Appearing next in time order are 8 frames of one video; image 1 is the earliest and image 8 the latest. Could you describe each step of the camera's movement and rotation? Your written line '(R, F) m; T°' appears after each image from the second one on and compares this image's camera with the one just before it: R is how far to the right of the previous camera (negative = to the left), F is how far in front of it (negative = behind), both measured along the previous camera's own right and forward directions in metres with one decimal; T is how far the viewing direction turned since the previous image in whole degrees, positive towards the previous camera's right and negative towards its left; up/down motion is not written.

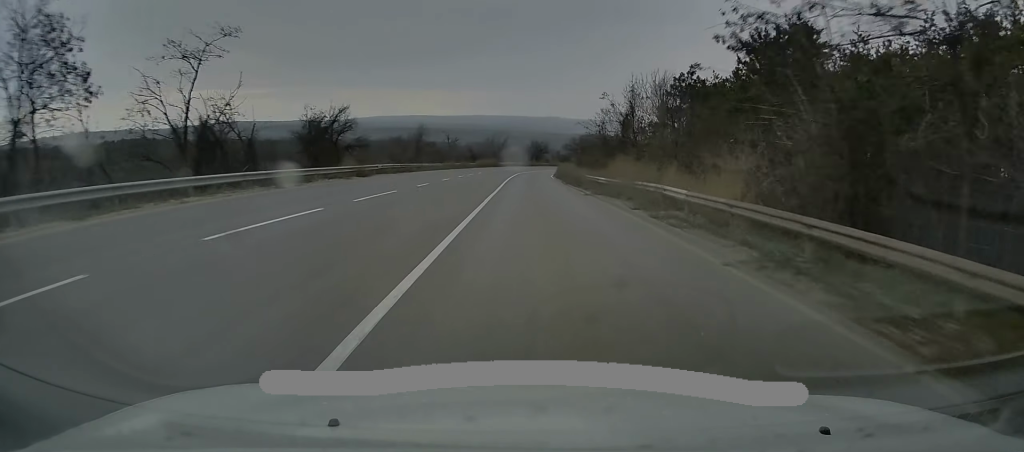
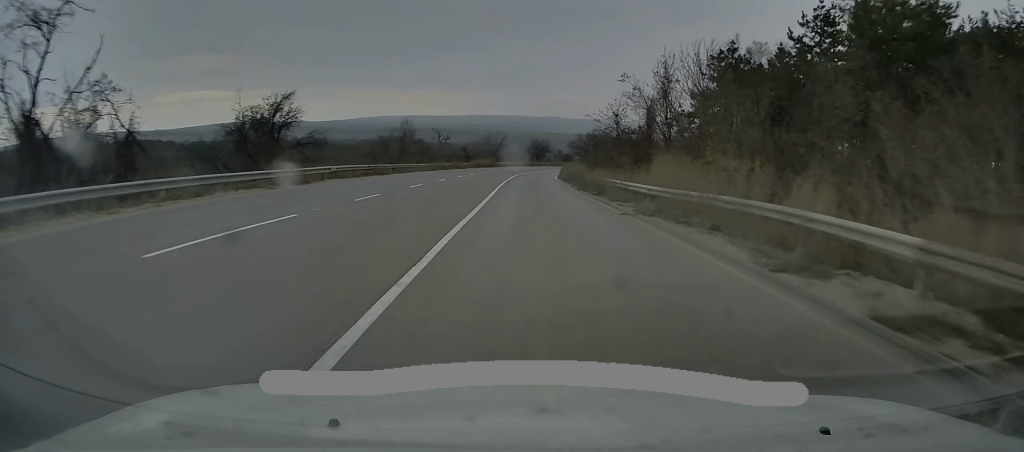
(0.0, +10.7) m; 0°
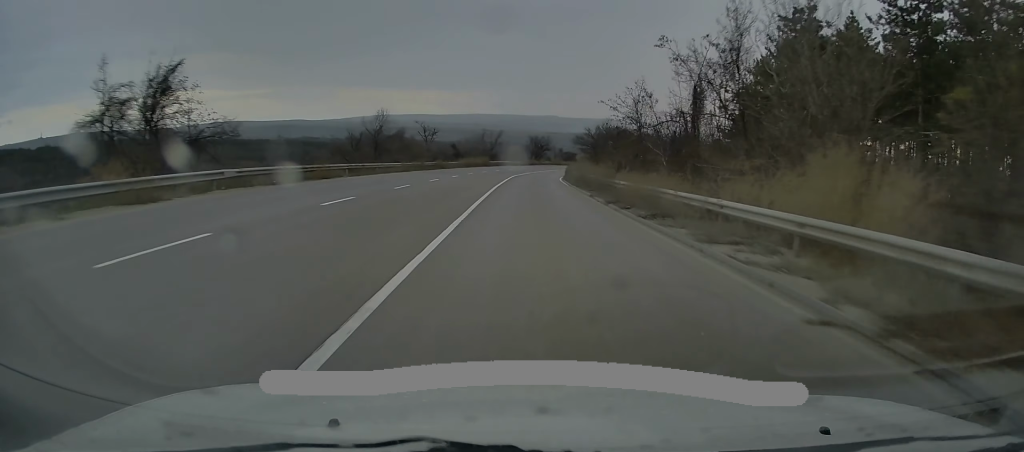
(0.0, +12.0) m; 0°
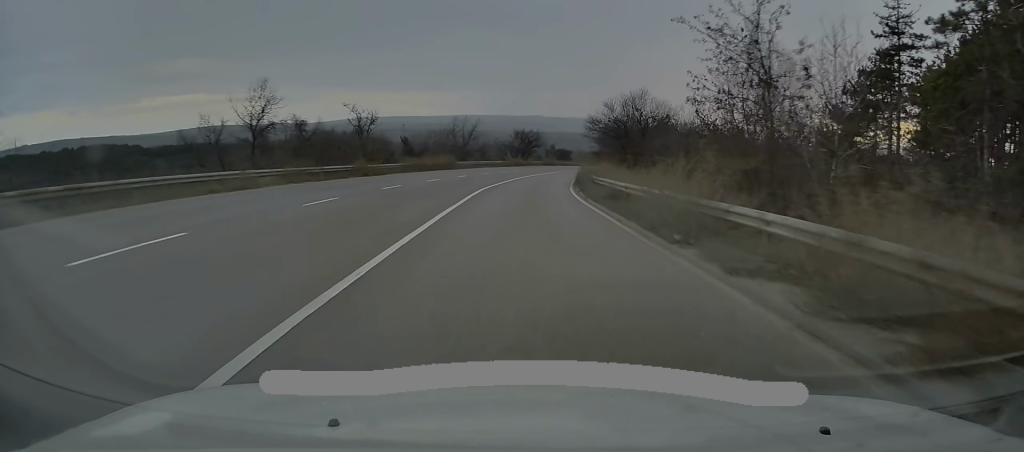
(+0.1, +27.3) m; +1°
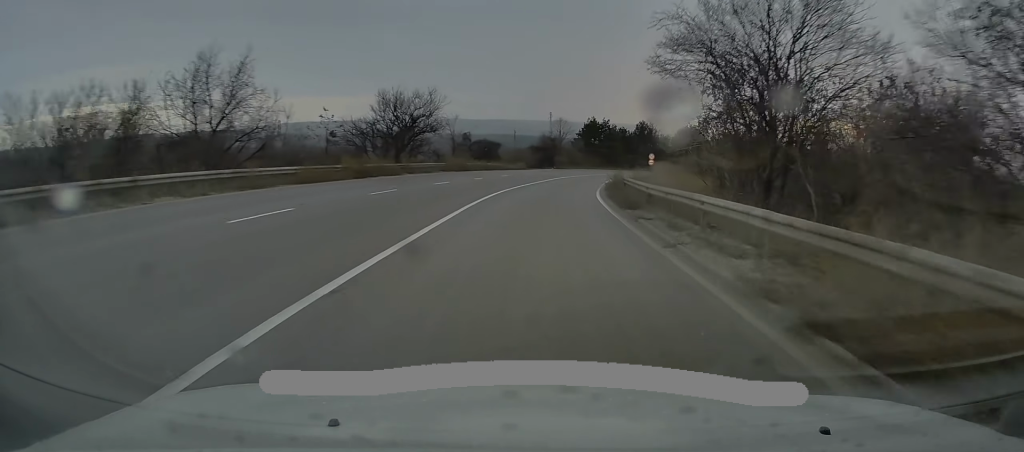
(+2.8, +58.2) m; +6°
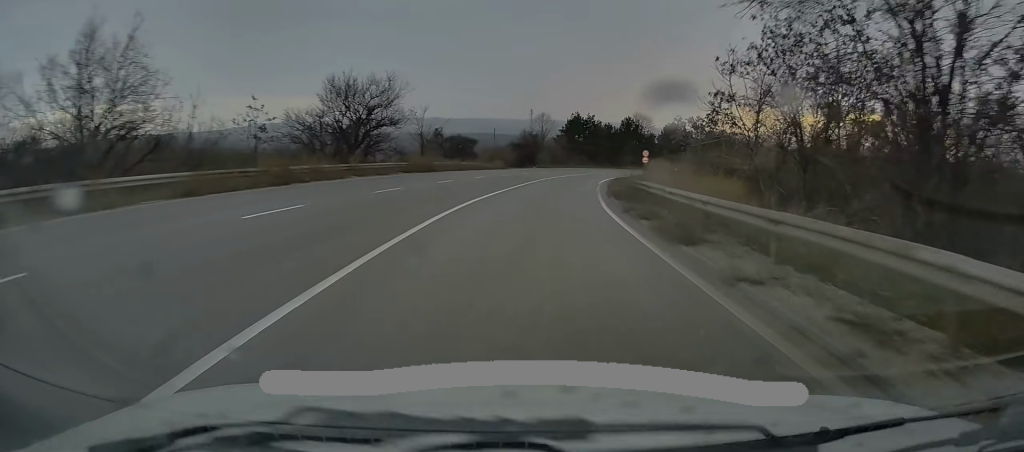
(-0.1, +8.2) m; +1°
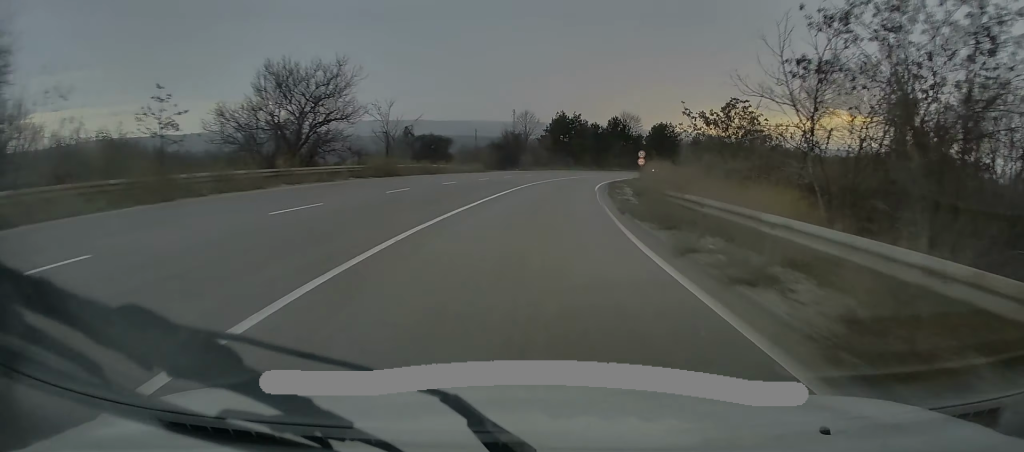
(+0.2, +7.6) m; +1°
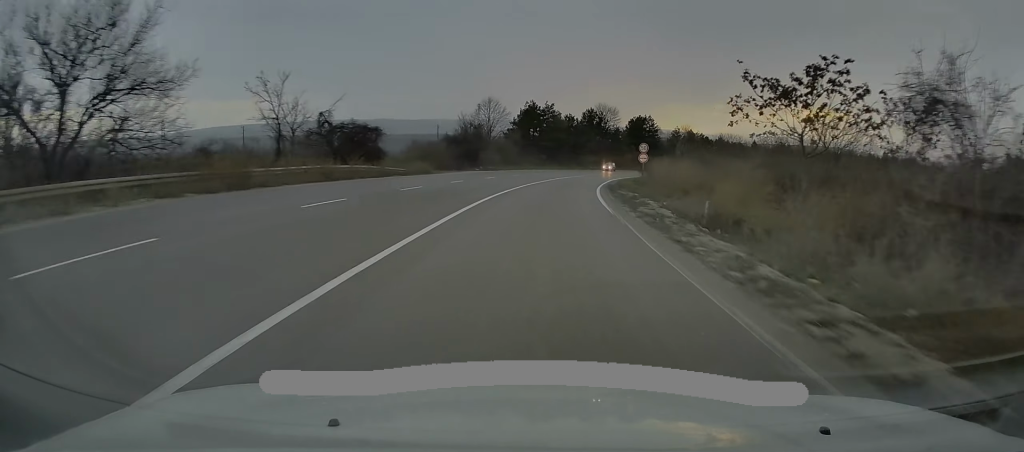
(+0.5, +16.4) m; +3°
